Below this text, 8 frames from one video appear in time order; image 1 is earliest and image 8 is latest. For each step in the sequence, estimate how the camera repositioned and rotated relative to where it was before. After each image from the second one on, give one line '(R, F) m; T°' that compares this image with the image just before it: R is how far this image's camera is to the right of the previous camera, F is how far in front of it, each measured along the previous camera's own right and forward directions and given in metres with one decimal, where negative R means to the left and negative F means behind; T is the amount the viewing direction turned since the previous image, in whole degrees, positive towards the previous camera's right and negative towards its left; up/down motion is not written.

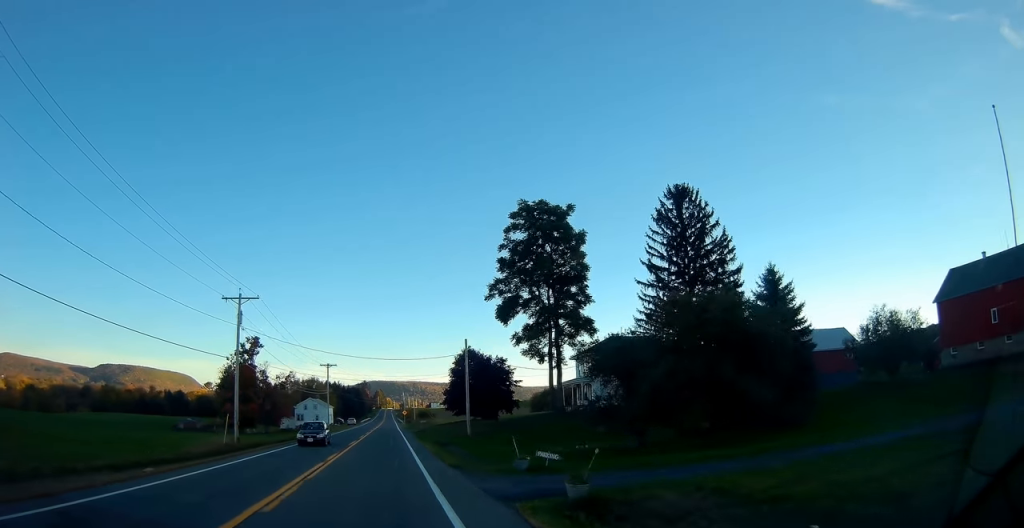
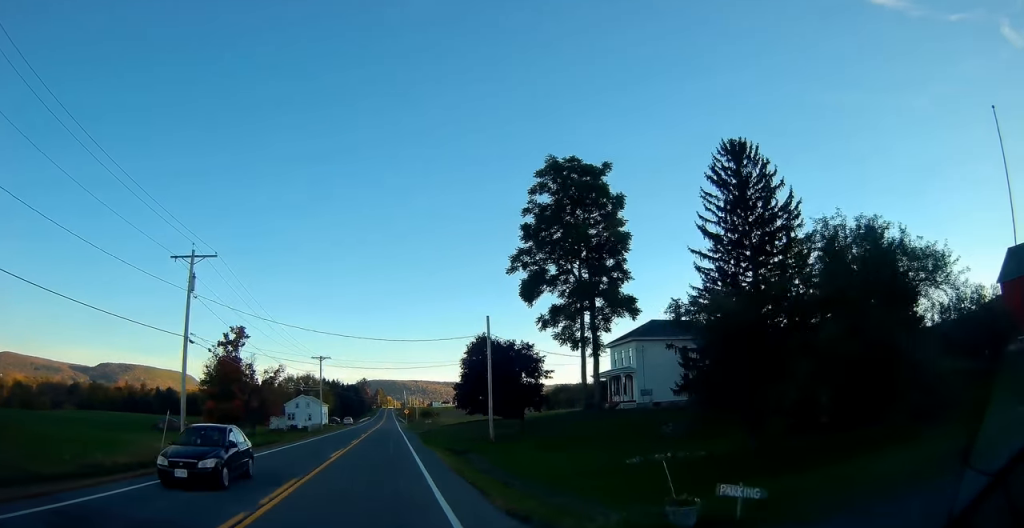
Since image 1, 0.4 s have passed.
(-0.2, +11.6) m; 0°
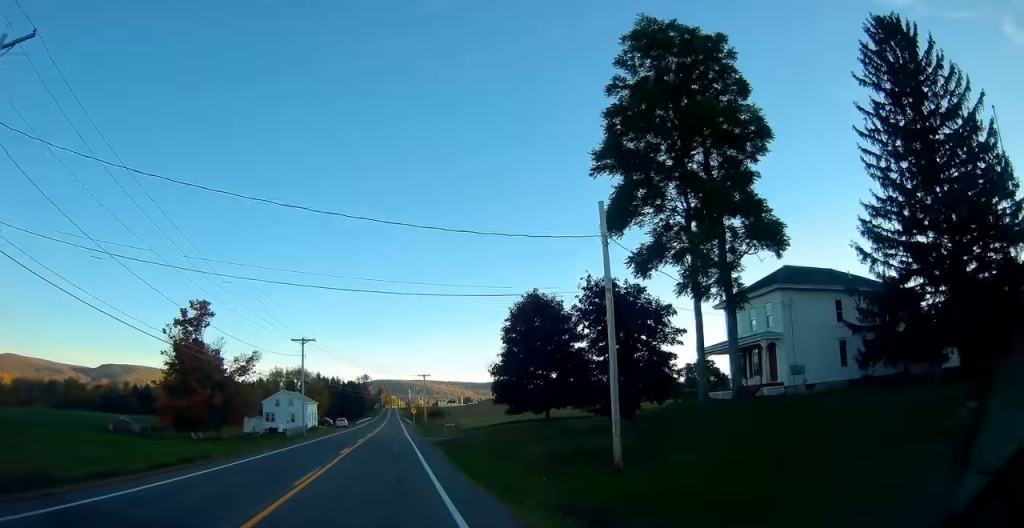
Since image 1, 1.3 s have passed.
(+0.3, +22.0) m; 0°
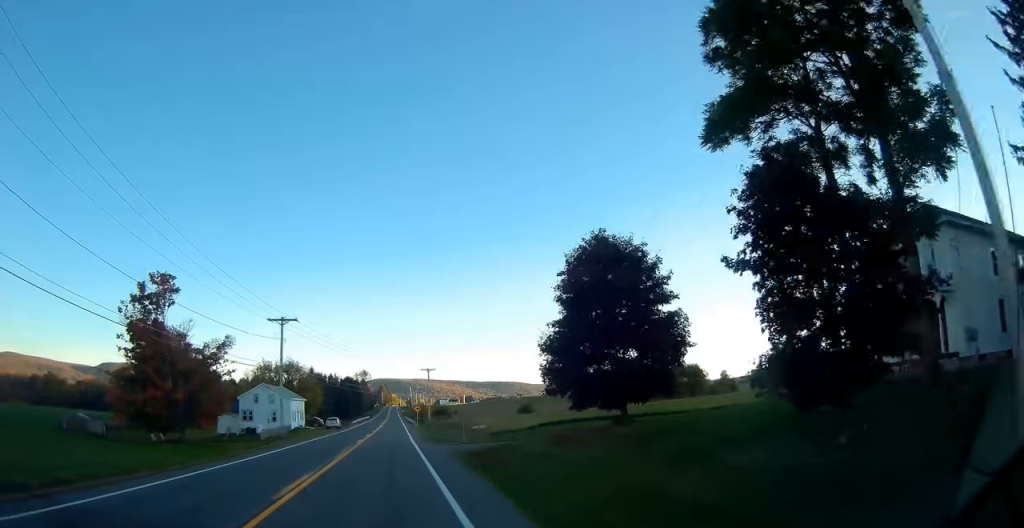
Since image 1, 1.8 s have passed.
(0.0, +13.6) m; 0°
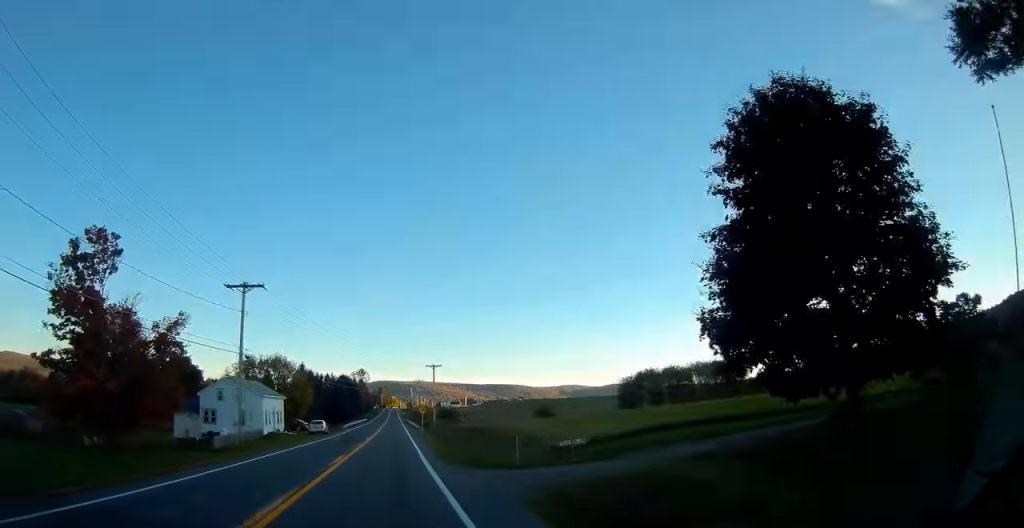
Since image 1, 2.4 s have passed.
(-0.2, +15.6) m; 0°
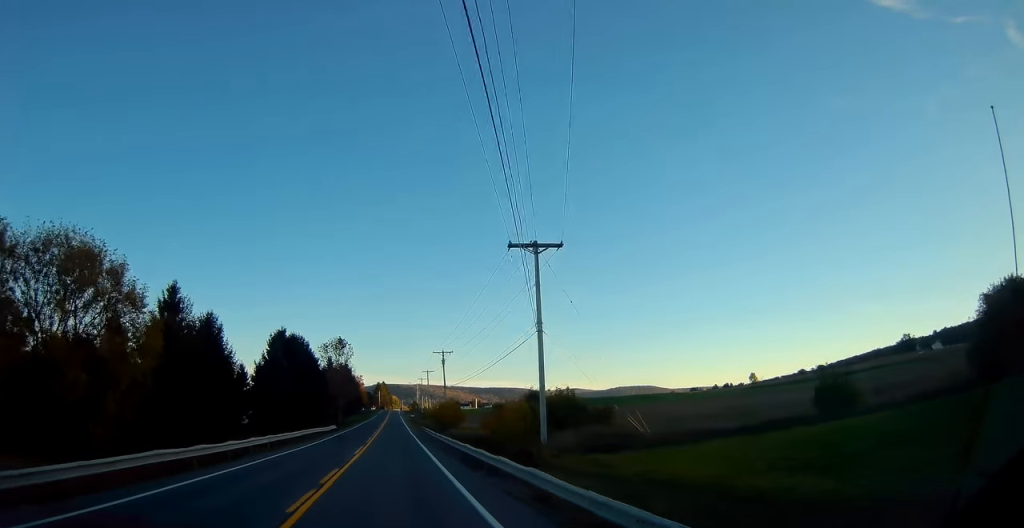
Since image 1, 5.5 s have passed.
(+0.6, +78.9) m; 0°
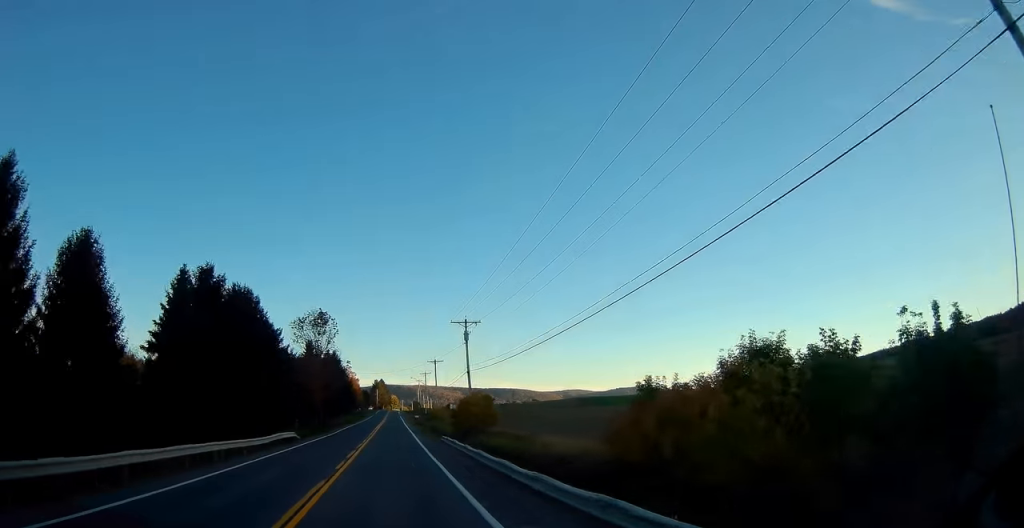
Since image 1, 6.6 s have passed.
(-0.1, +27.8) m; 0°
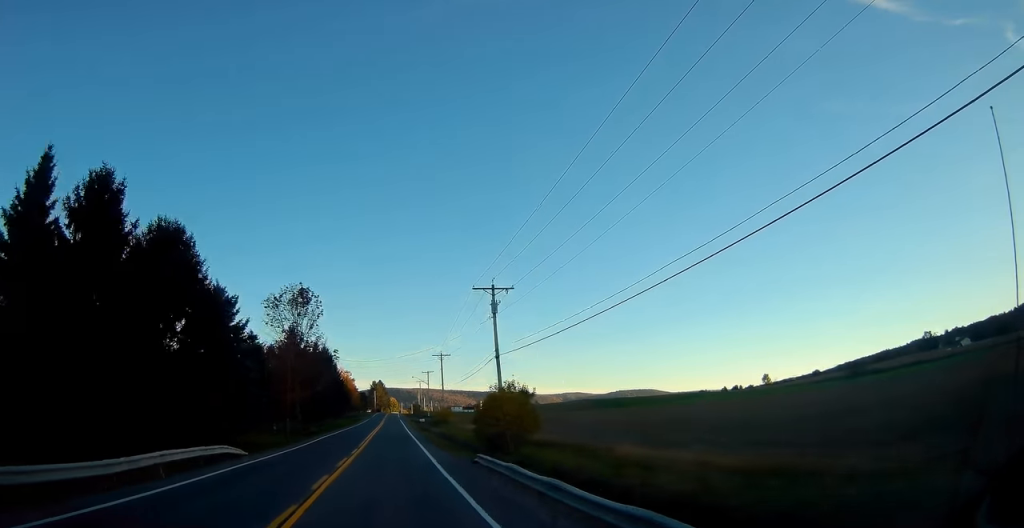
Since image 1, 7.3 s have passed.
(0.0, +16.9) m; 0°
